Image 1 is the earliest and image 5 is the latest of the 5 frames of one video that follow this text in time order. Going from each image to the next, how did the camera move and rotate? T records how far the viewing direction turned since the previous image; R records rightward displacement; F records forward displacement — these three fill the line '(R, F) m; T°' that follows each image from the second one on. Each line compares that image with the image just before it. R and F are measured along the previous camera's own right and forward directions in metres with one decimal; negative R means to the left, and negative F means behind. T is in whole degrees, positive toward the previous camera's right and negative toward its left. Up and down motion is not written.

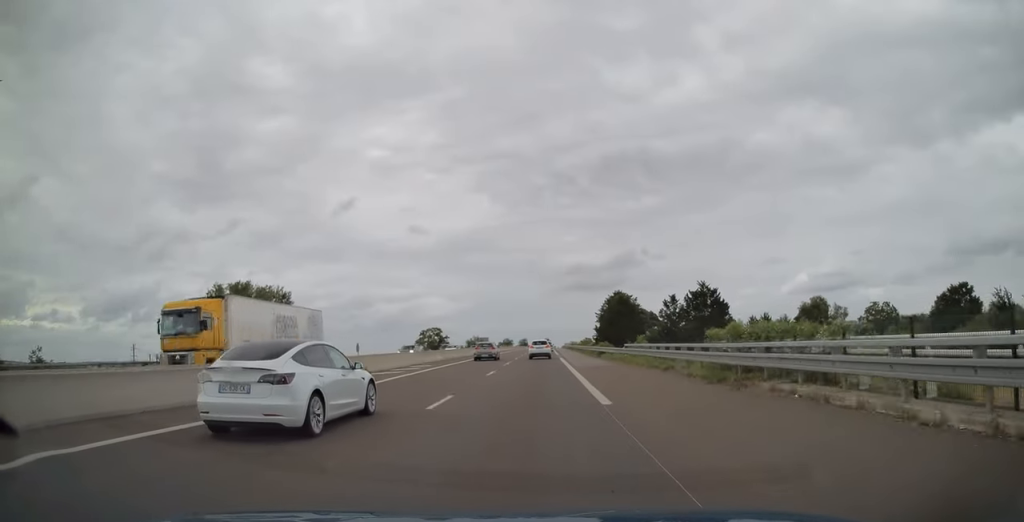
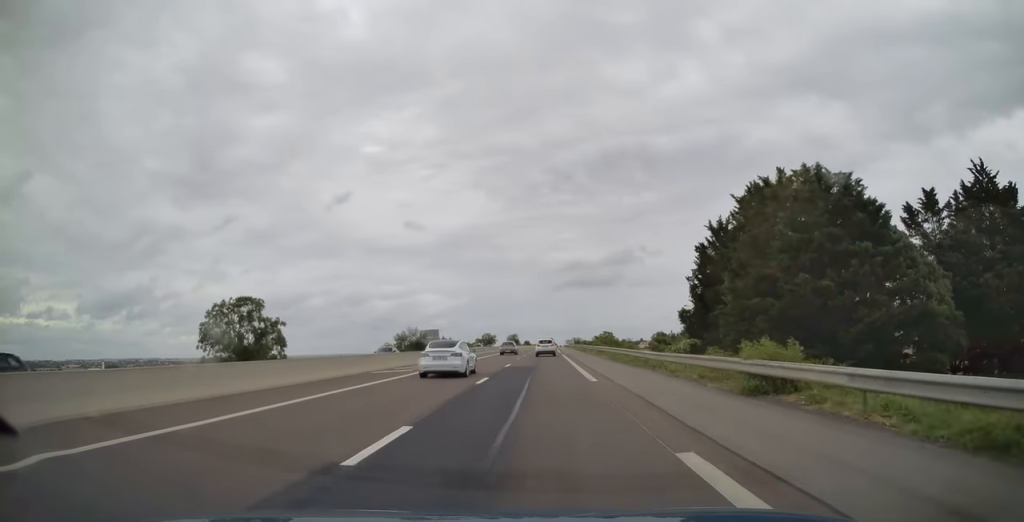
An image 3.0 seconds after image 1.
(-0.6, +97.0) m; 0°
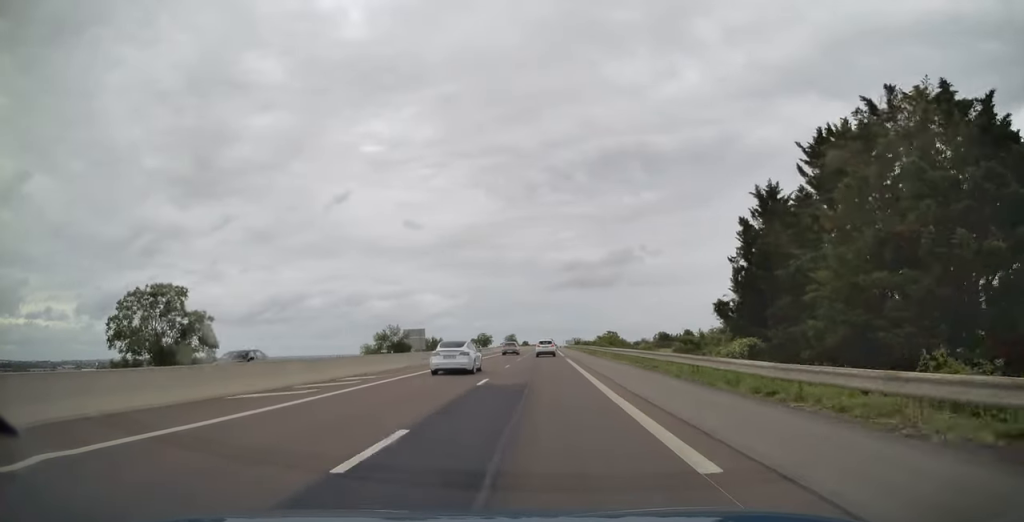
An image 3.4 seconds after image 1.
(+0.1, +13.4) m; 0°
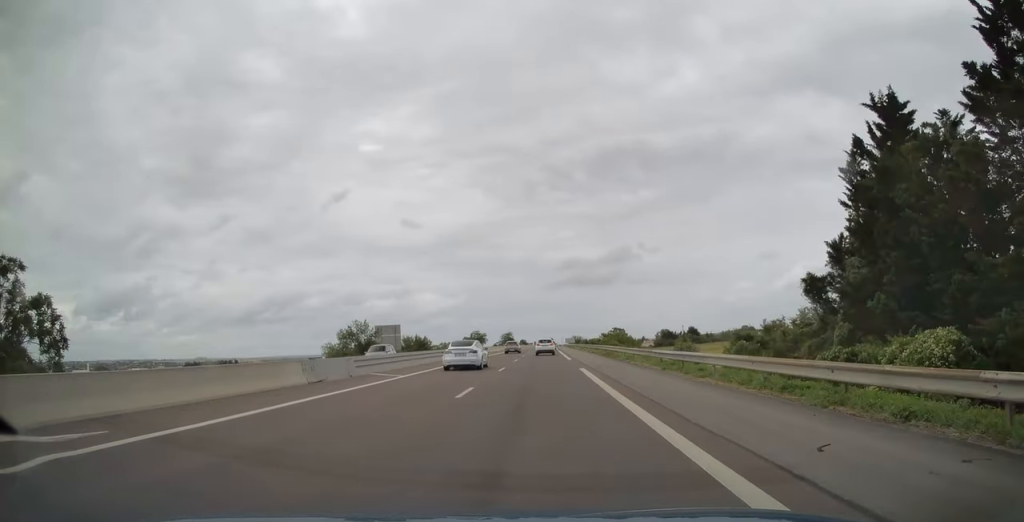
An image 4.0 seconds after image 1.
(+0.1, +17.7) m; 0°
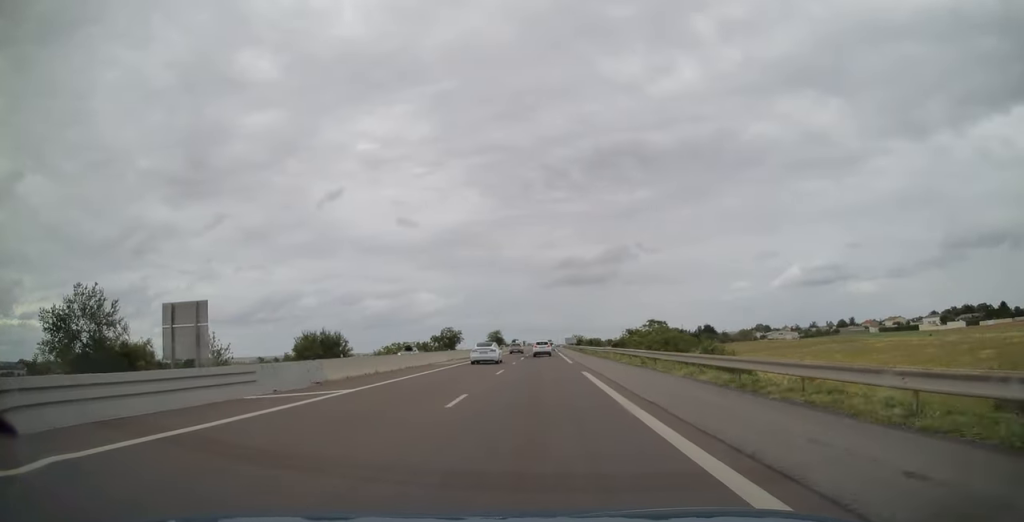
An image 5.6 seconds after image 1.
(+0.1, +53.6) m; 0°
